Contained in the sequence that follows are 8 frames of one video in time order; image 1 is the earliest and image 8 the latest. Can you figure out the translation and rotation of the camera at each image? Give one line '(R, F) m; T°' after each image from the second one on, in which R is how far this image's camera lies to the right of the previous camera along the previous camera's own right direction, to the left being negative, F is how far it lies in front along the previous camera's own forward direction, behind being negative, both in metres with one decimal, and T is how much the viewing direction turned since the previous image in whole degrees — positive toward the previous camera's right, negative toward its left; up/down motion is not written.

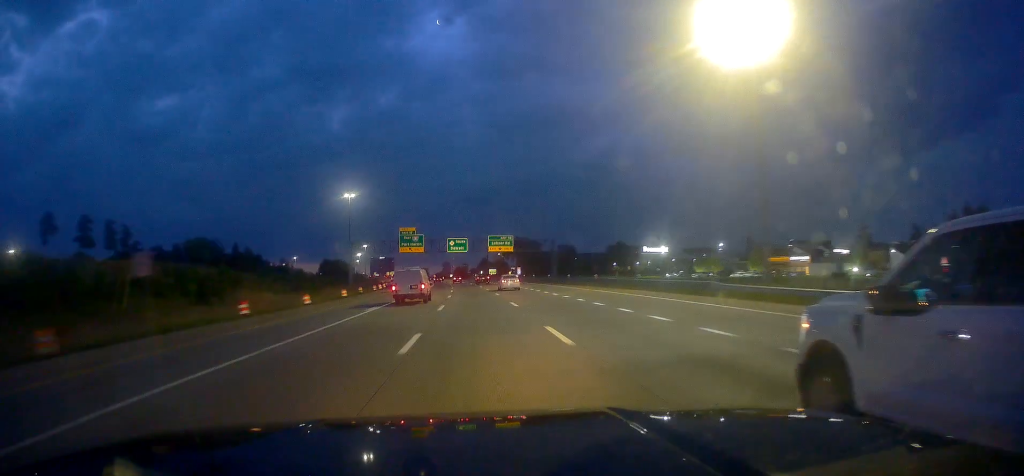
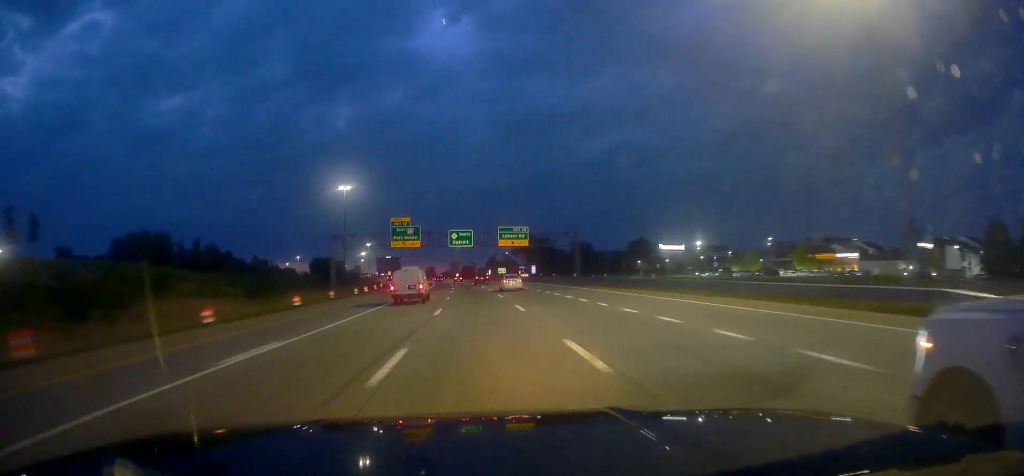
(0.0, +18.6) m; -1°
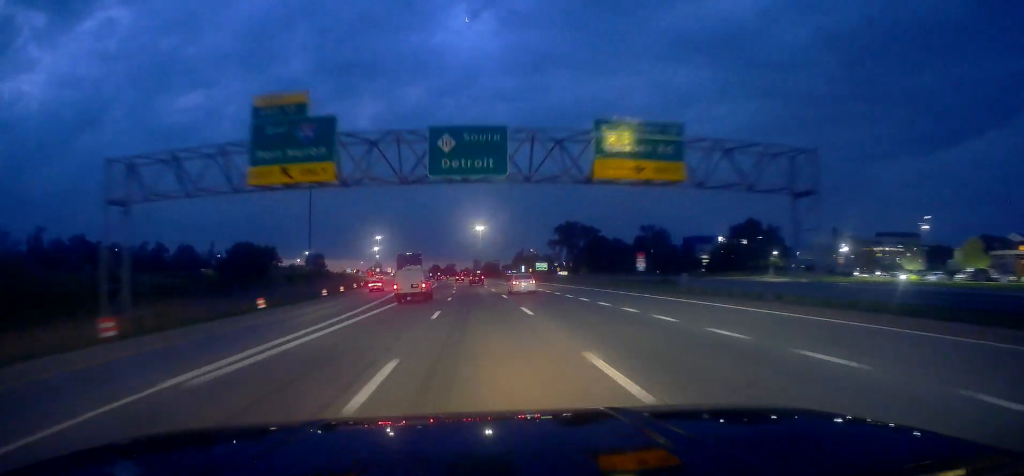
(-1.6, +64.0) m; -3°
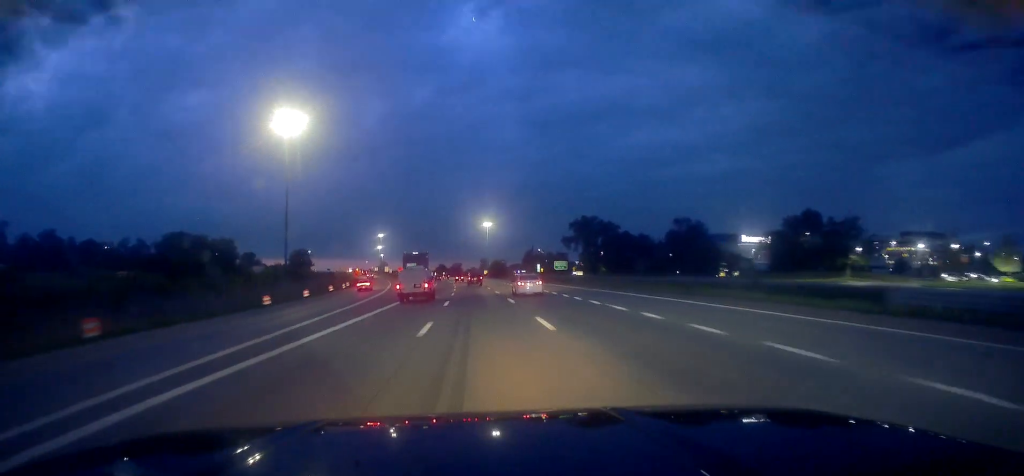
(-0.2, +21.2) m; -1°
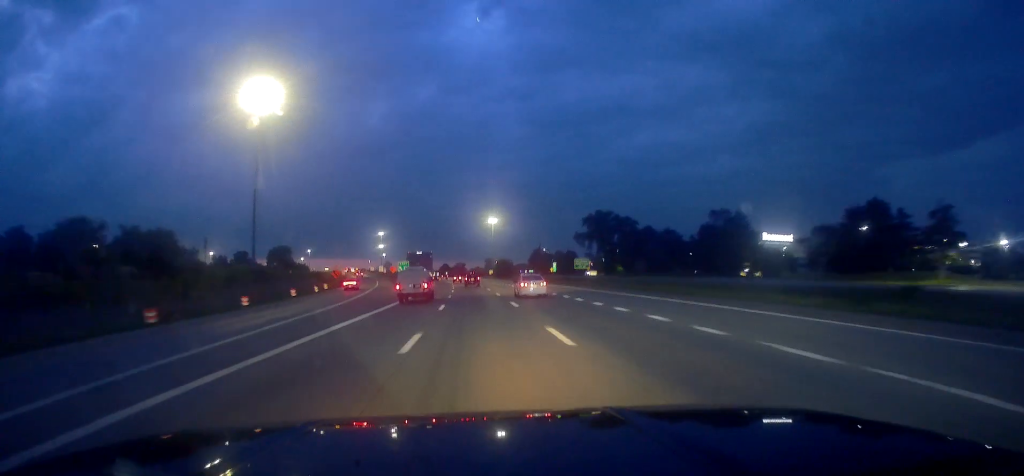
(-0.3, +19.0) m; -1°
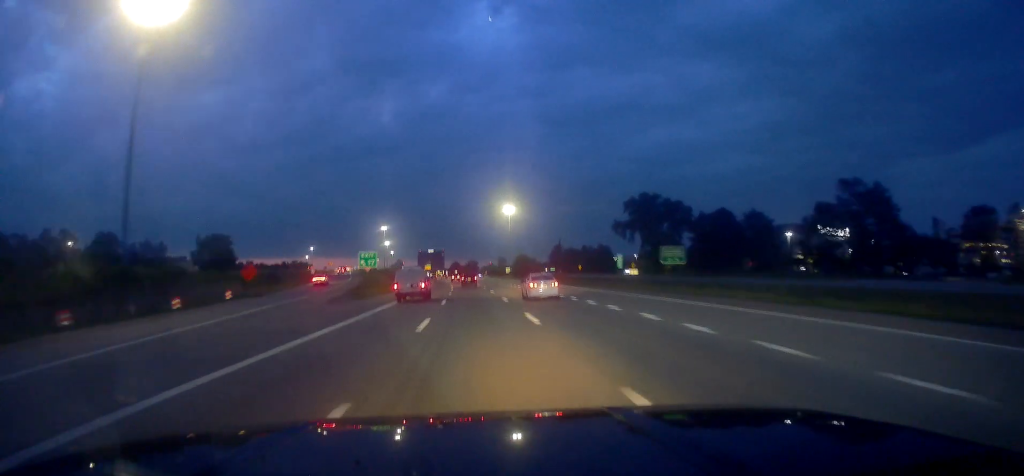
(0.0, +40.1) m; -1°
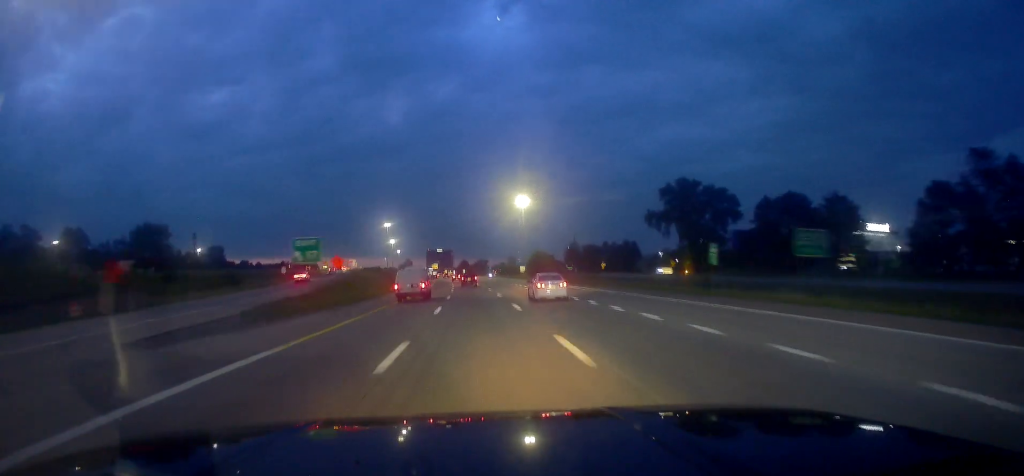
(-0.3, +23.3) m; -1°
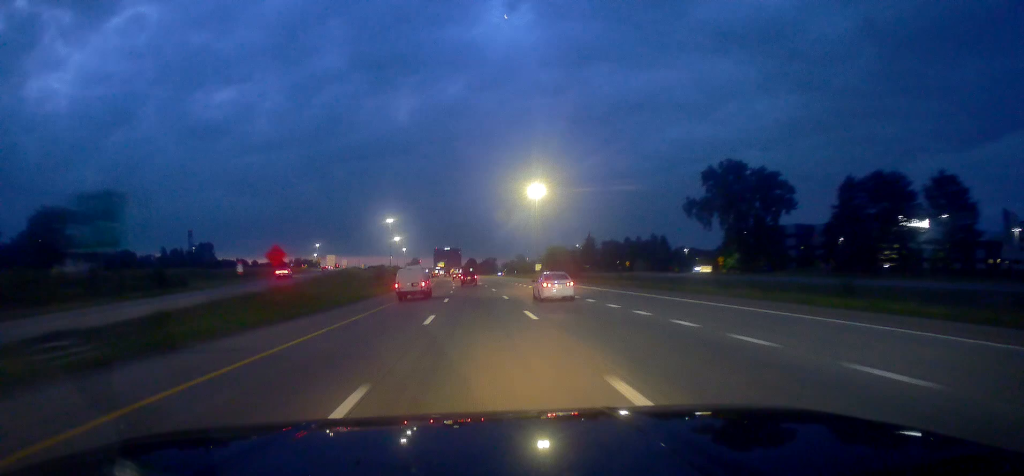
(-0.1, +21.2) m; 0°
